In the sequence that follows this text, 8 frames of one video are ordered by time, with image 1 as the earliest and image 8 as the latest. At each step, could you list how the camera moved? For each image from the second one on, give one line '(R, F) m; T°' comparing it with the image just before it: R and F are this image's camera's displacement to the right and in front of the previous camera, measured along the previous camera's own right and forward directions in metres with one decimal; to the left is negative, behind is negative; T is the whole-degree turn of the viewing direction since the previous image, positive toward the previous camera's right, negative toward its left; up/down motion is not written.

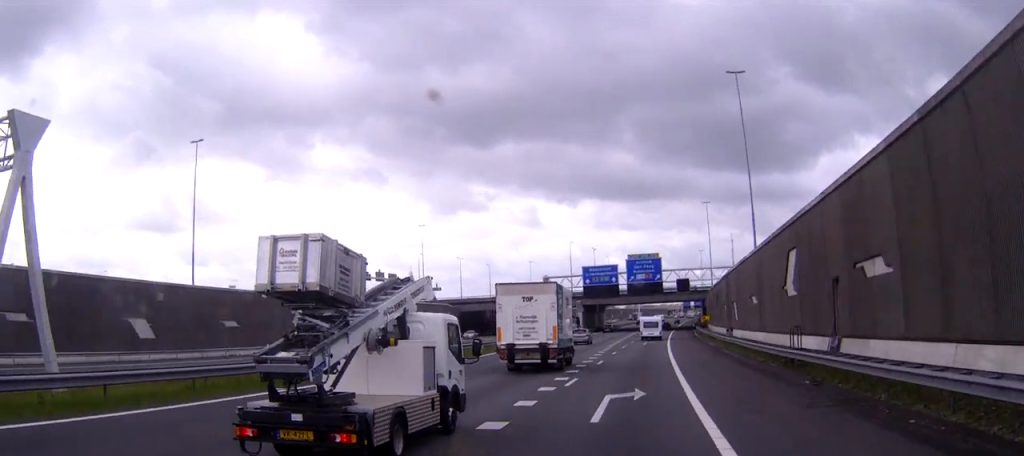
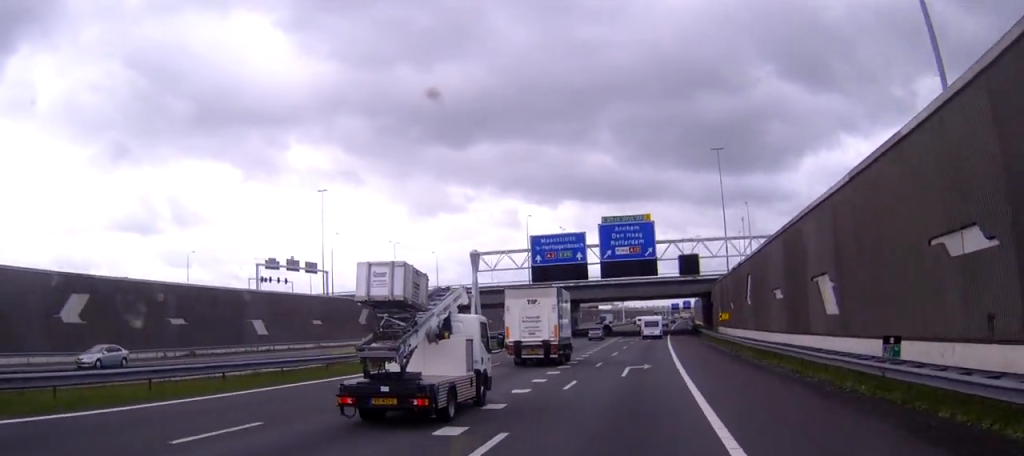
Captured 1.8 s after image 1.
(+0.5, +36.9) m; +2°
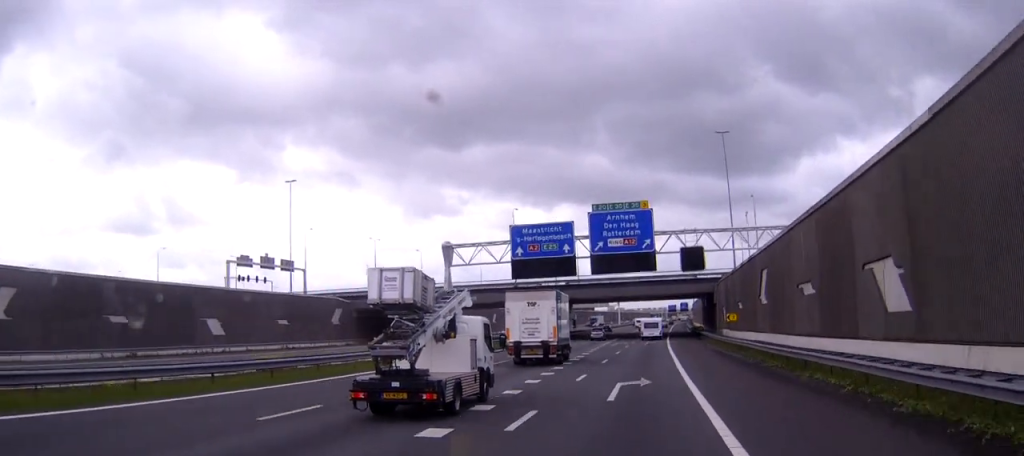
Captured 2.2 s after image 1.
(+0.1, +8.4) m; 0°
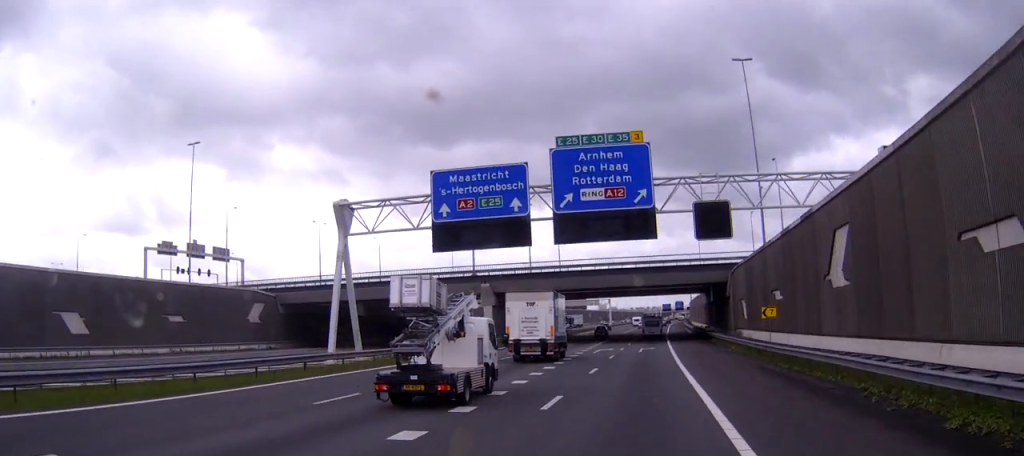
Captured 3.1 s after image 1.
(+0.1, +20.4) m; 0°
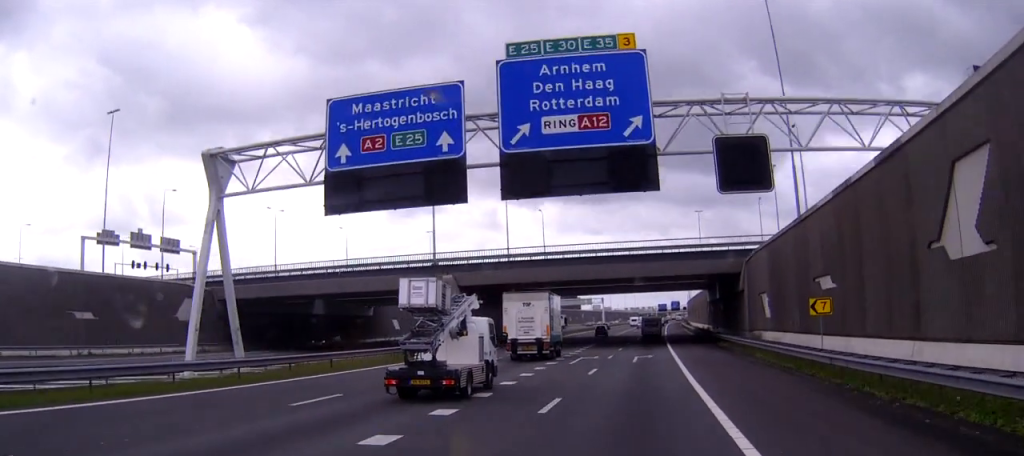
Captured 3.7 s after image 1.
(0.0, +12.6) m; 0°
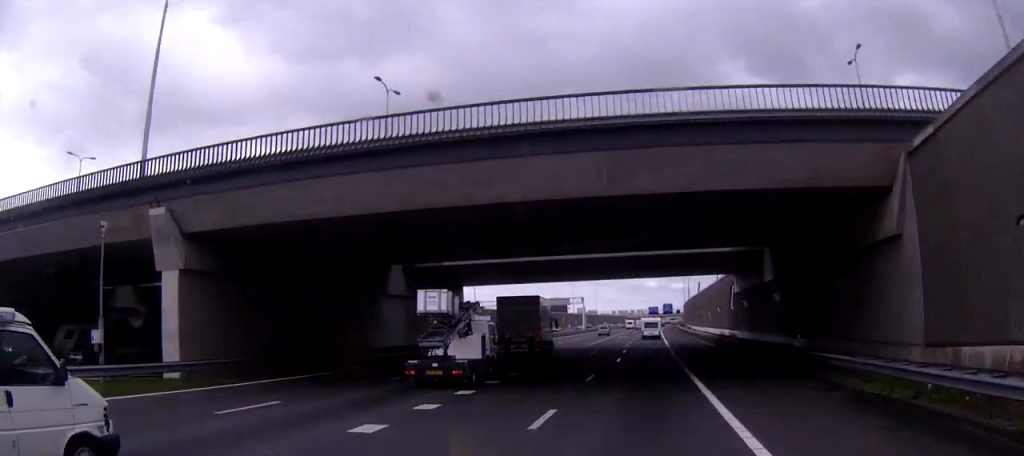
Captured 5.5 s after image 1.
(+0.6, +37.4) m; +2°
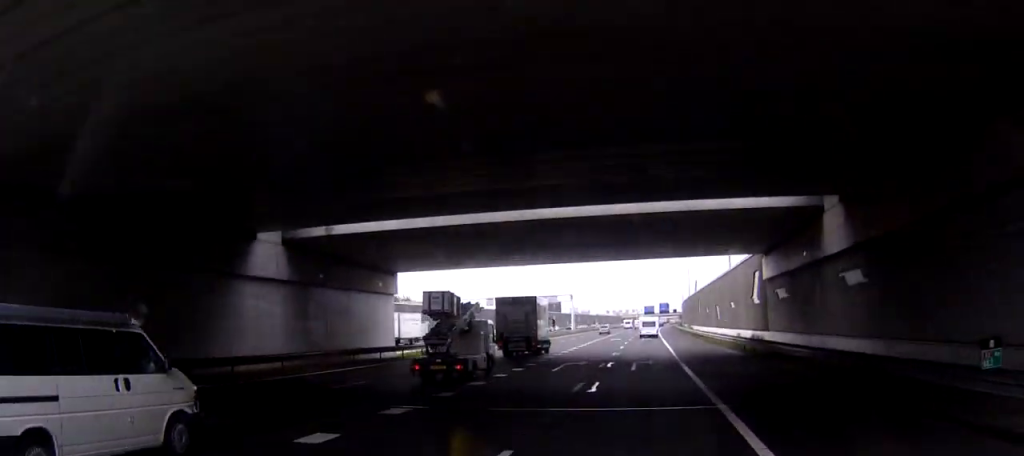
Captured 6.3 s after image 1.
(+0.1, +16.5) m; +1°
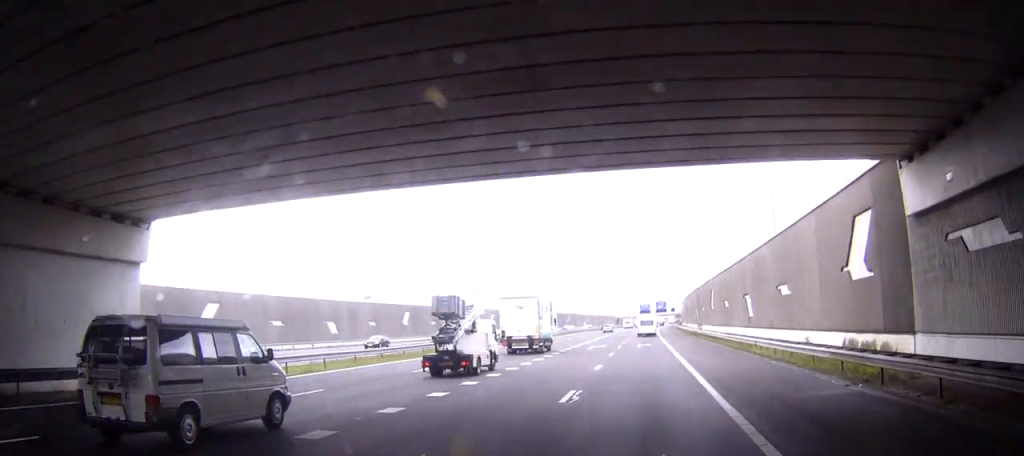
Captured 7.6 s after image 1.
(+0.4, +26.6) m; -1°
